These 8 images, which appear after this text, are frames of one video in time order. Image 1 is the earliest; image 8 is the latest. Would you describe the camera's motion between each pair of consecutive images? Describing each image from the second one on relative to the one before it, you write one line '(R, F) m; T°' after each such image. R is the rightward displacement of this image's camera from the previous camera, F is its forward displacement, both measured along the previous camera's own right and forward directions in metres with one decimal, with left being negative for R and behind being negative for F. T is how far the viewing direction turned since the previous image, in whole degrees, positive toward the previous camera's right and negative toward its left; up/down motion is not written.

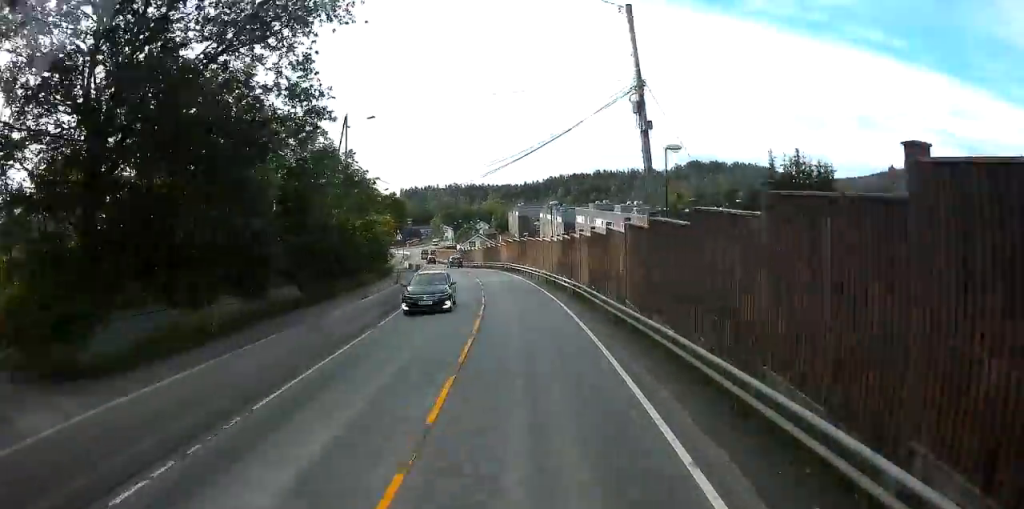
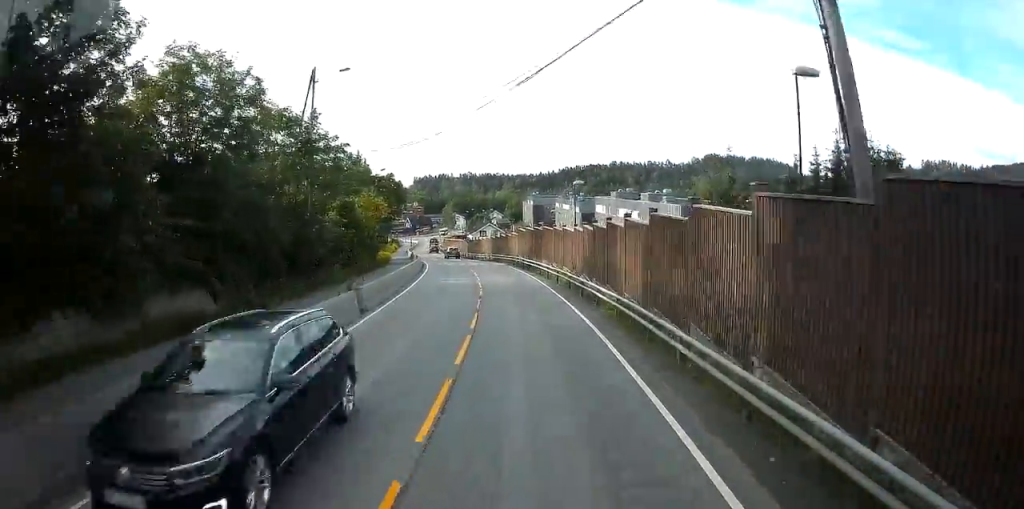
(-0.1, +9.3) m; -1°
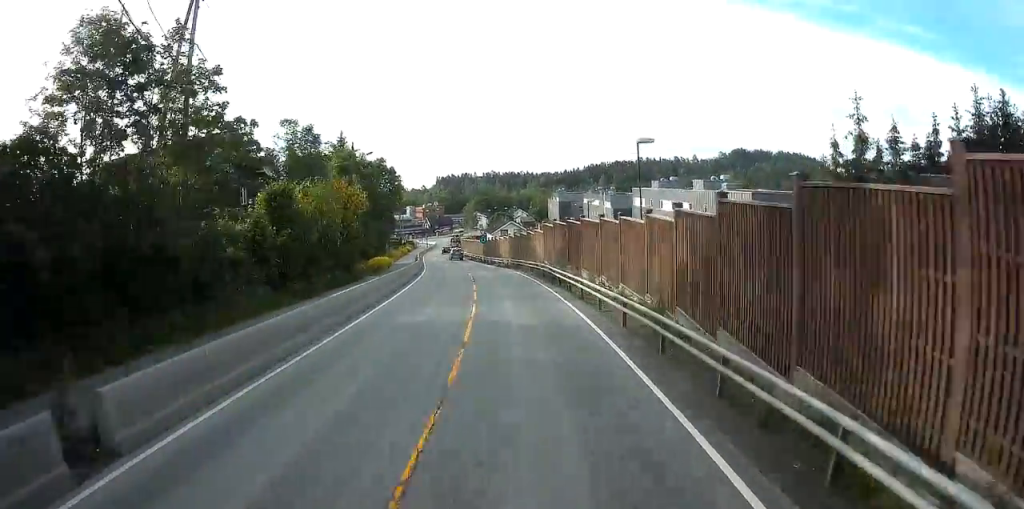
(-0.1, +13.9) m; -1°
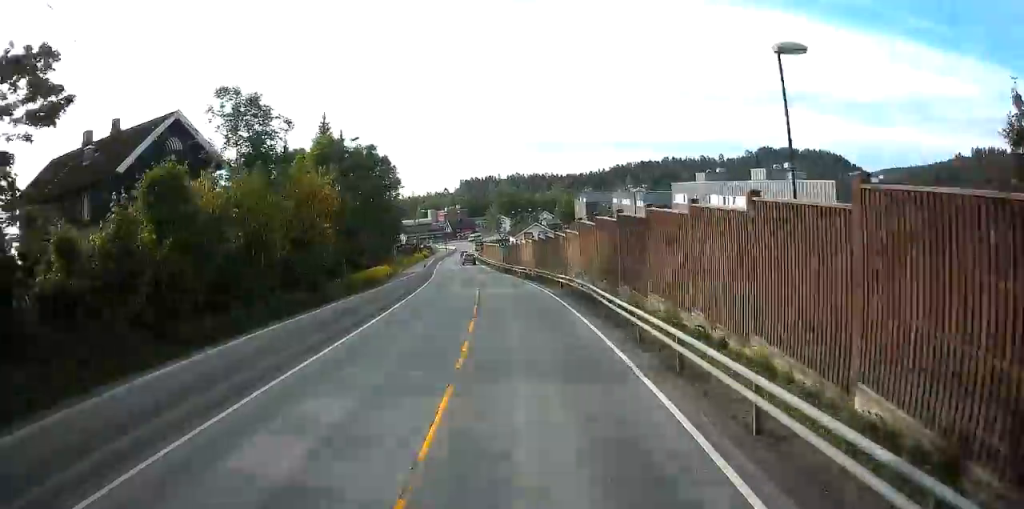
(-0.1, +10.4) m; -2°
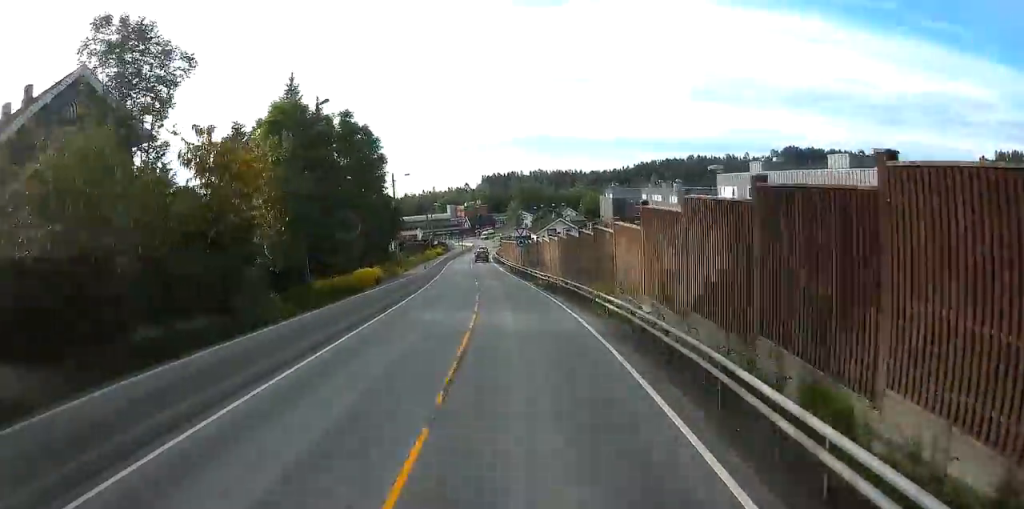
(-0.1, +10.5) m; -3°
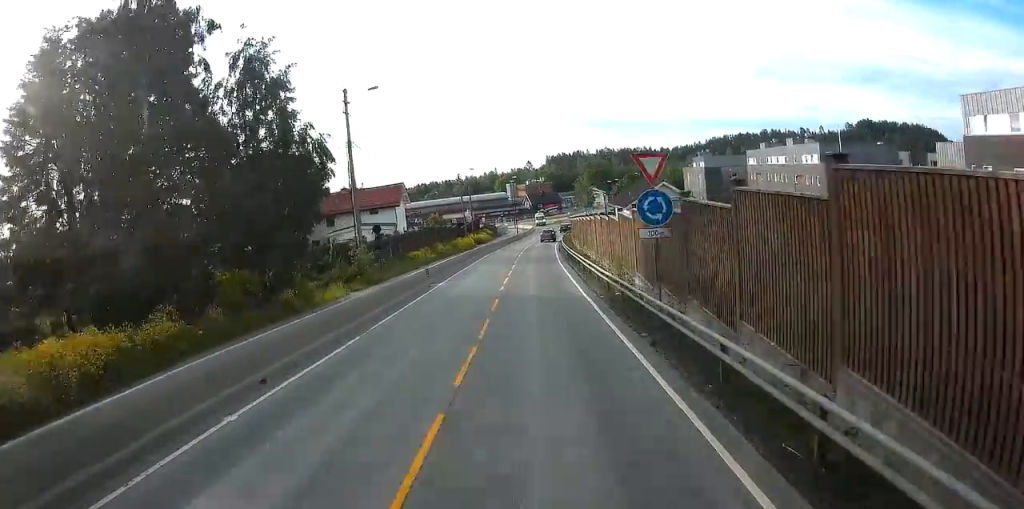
(-2.5, +34.8) m; -7°
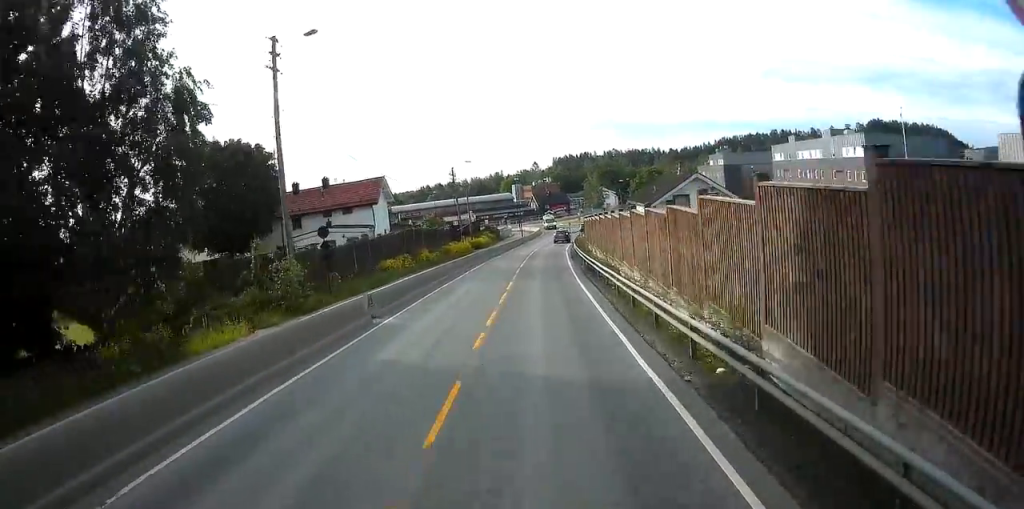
(-0.2, +10.5) m; -1°
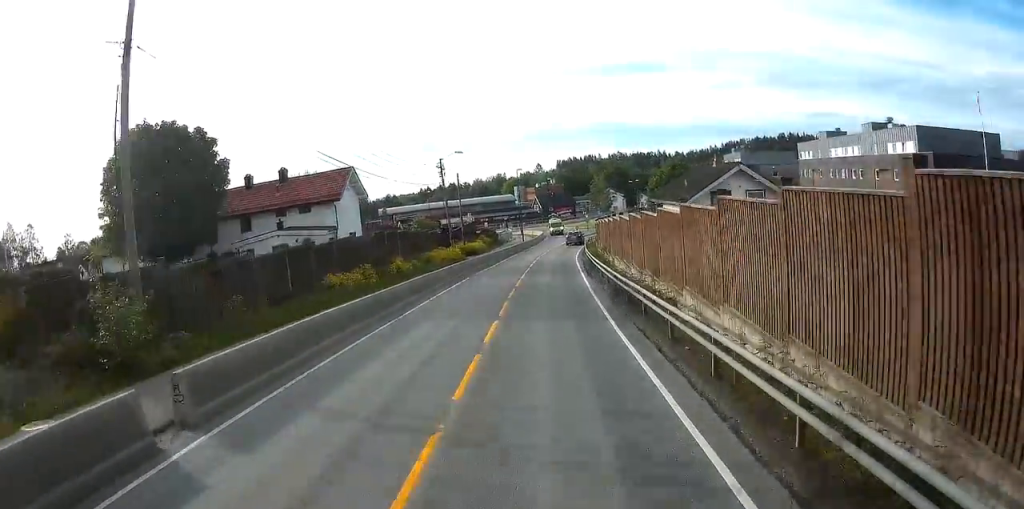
(-0.1, +10.4) m; +1°
